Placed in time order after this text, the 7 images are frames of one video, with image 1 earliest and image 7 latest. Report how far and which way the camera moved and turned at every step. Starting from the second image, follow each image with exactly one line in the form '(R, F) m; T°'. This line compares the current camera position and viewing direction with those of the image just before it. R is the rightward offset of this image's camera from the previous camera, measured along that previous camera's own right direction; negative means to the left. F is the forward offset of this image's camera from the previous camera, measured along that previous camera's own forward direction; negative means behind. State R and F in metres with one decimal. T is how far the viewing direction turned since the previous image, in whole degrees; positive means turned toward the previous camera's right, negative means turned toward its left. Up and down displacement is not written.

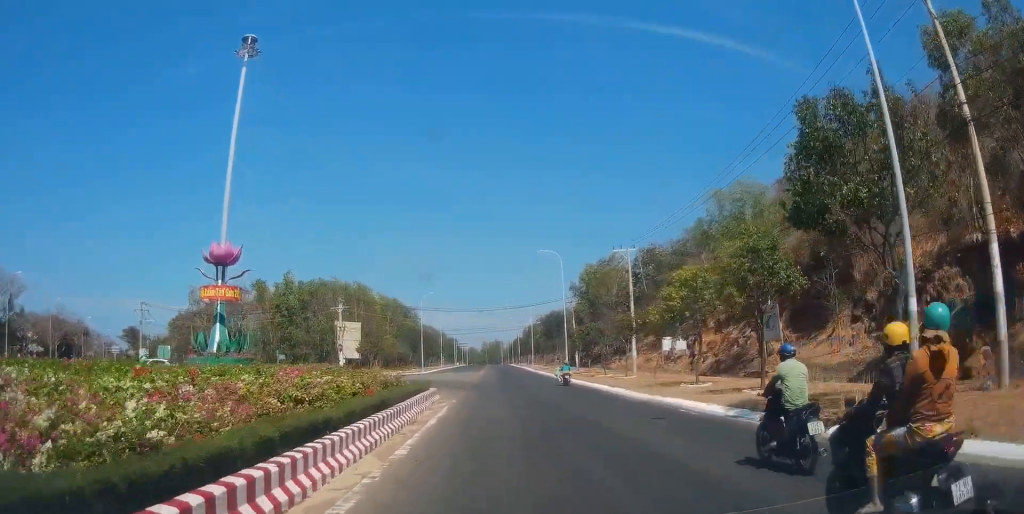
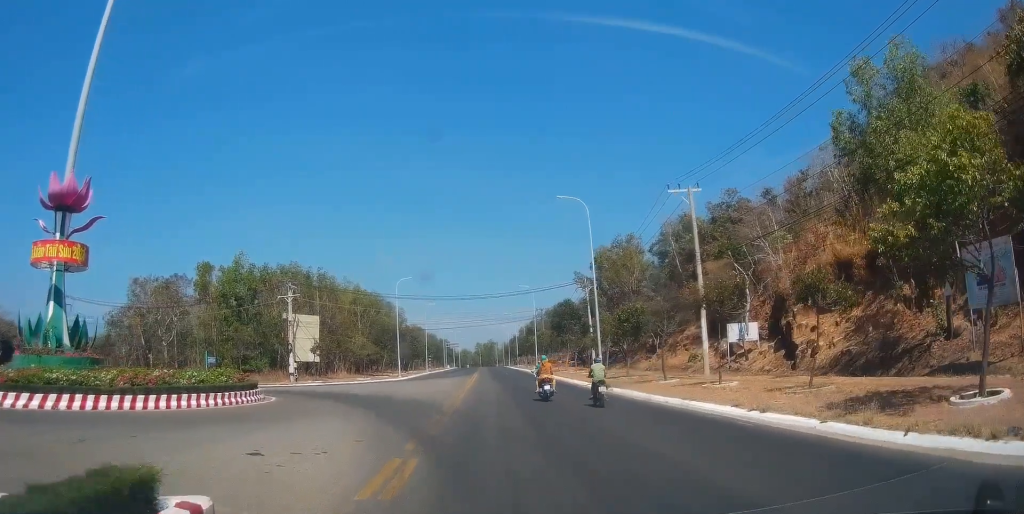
(-0.2, +21.9) m; 0°
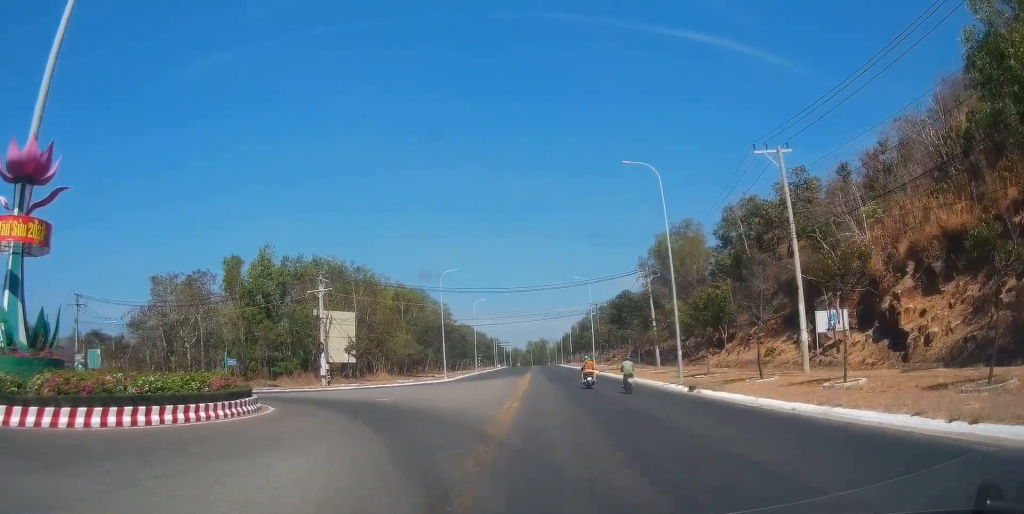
(-0.4, +7.3) m; -2°
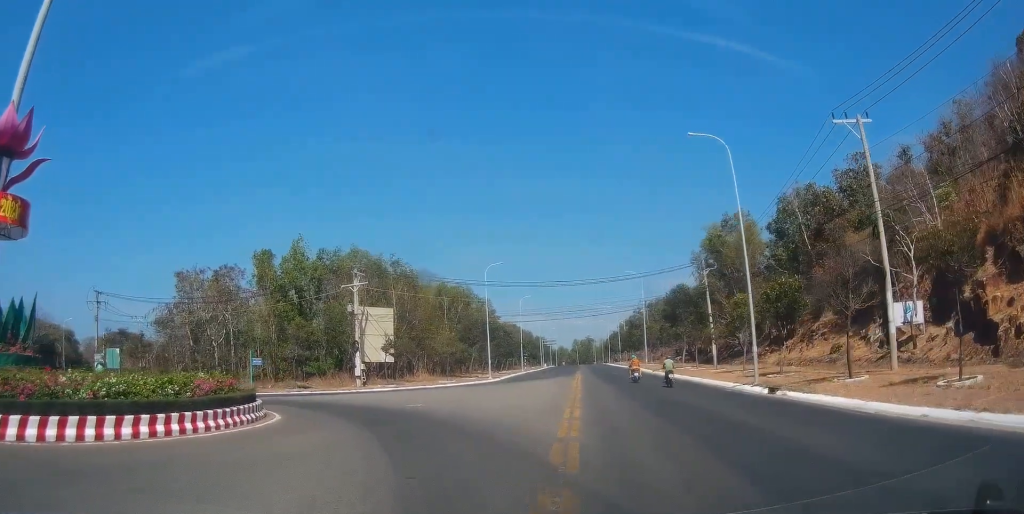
(+0.2, +4.6) m; -3°
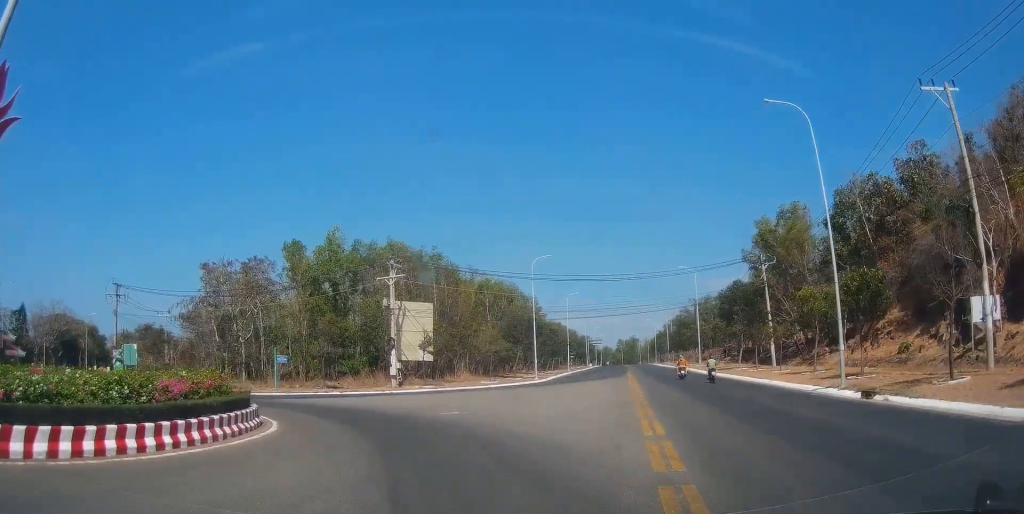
(-0.3, +4.7) m; -3°
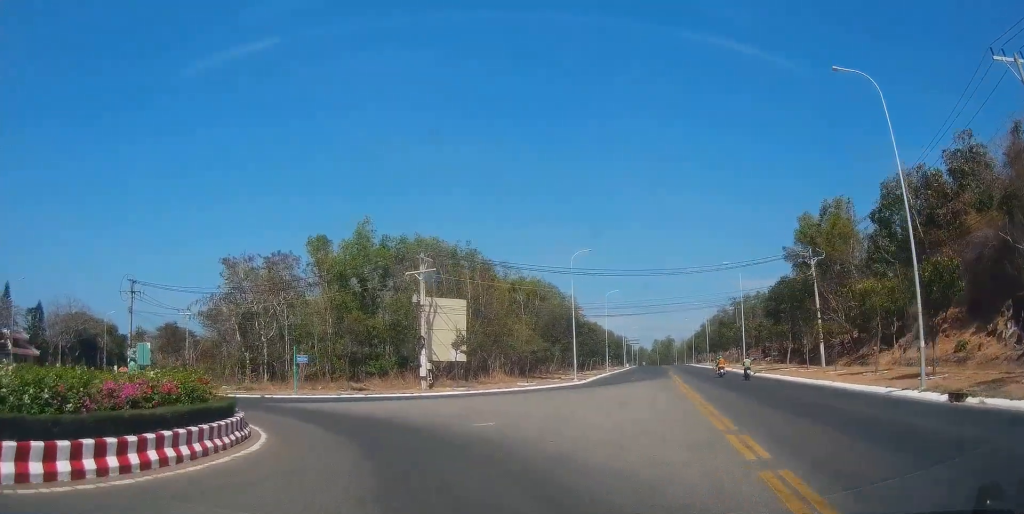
(-0.3, +3.9) m; -3°
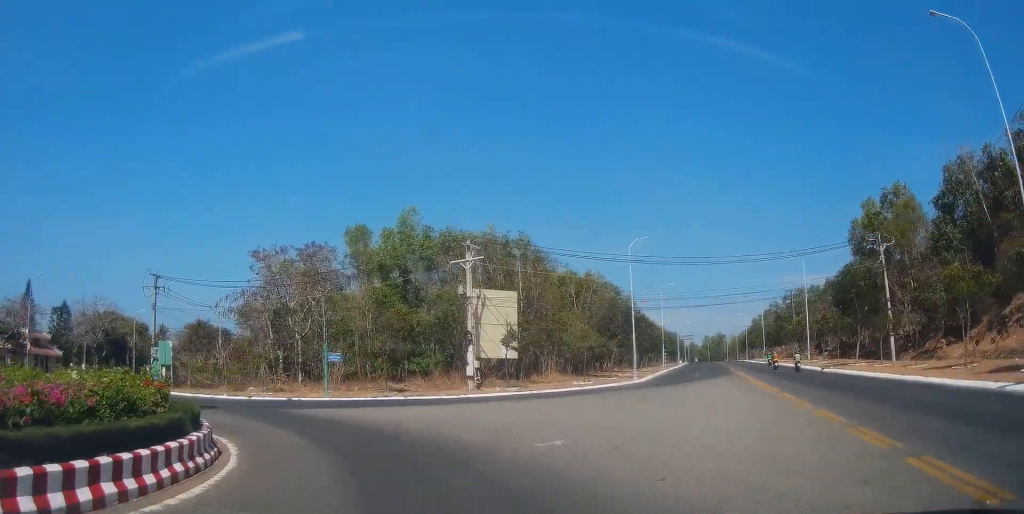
(+0.2, +4.9) m; -5°
